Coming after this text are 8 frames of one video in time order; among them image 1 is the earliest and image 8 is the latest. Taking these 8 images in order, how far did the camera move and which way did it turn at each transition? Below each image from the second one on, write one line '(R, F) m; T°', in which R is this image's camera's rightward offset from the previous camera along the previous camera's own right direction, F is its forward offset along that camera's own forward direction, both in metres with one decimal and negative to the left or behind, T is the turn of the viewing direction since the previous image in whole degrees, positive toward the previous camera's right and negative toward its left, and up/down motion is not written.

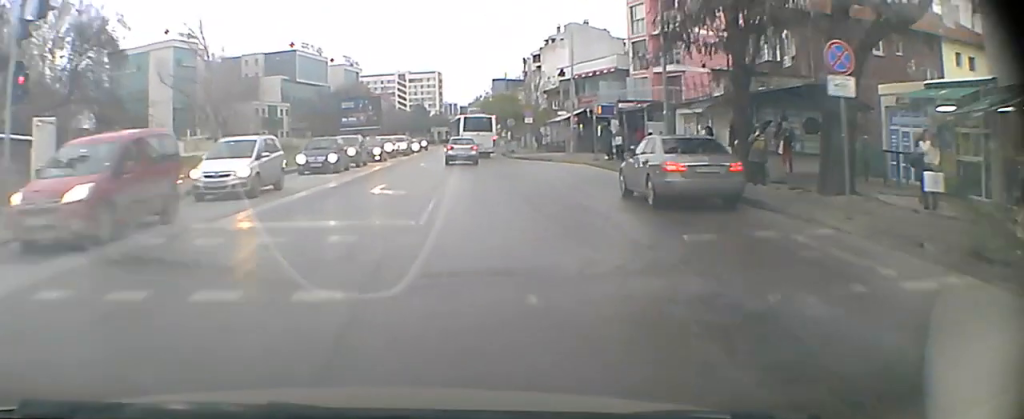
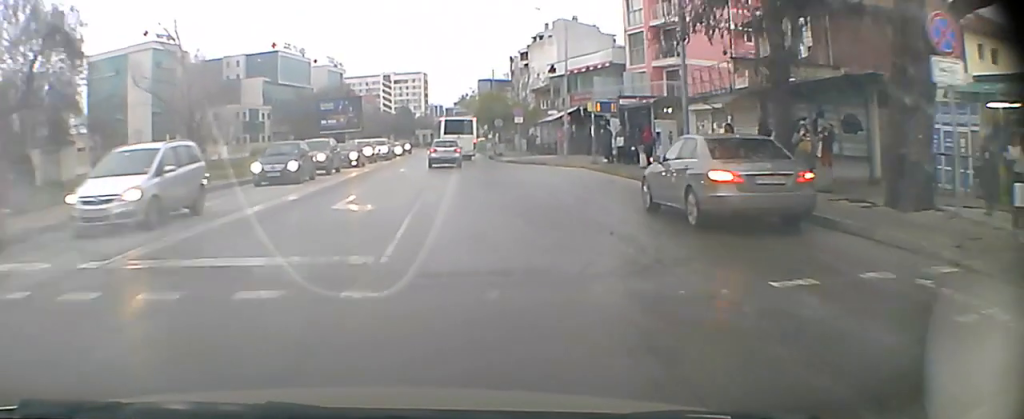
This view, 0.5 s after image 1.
(0.0, +3.6) m; -1°
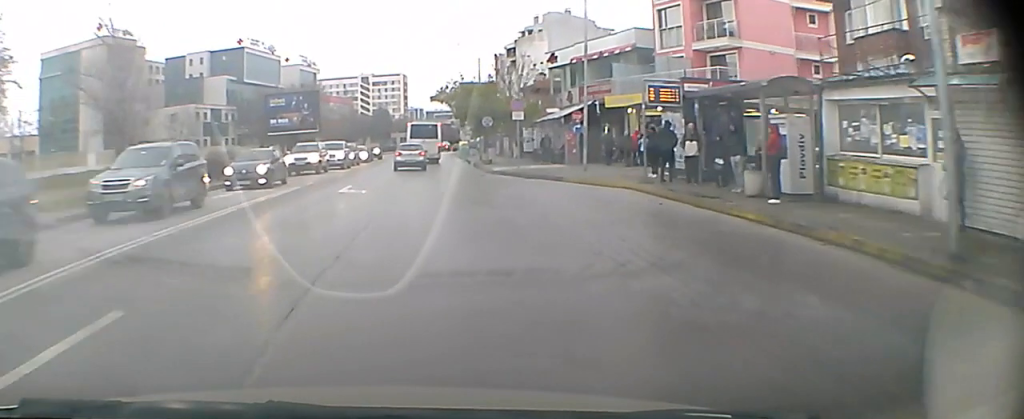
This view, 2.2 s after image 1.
(0.0, +12.5) m; +1°
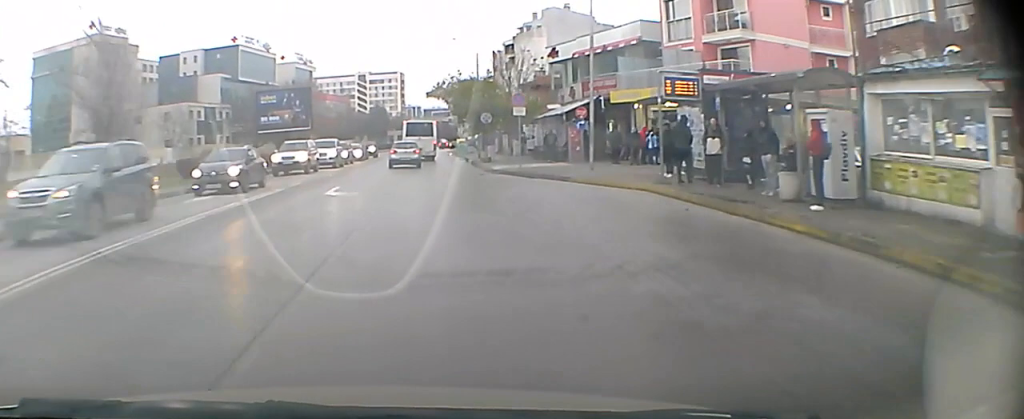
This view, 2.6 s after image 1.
(0.0, +3.0) m; +1°
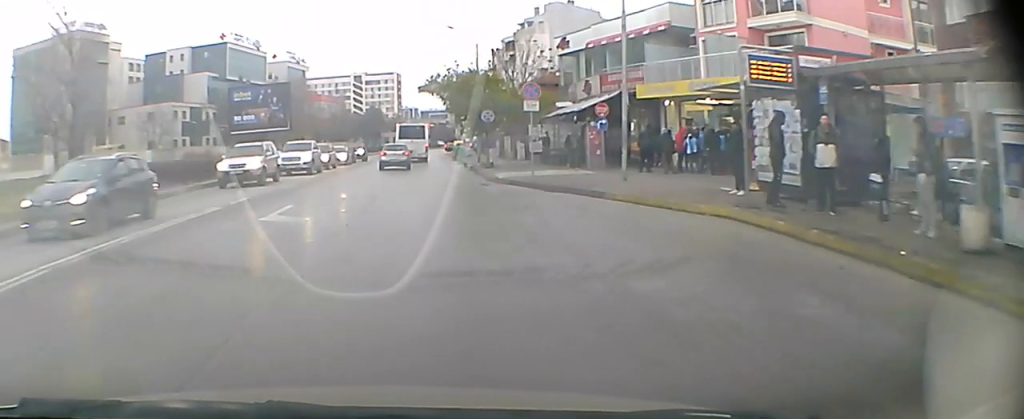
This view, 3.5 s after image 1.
(0.0, +6.8) m; 0°
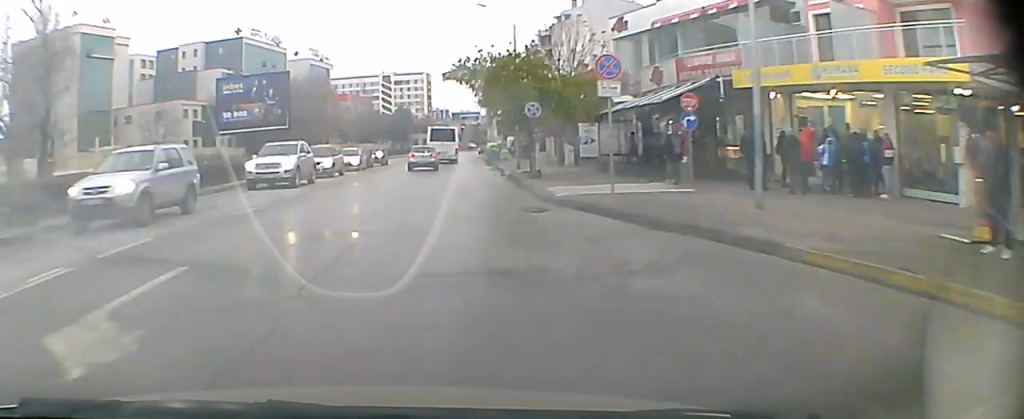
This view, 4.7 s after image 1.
(0.0, +9.2) m; -1°
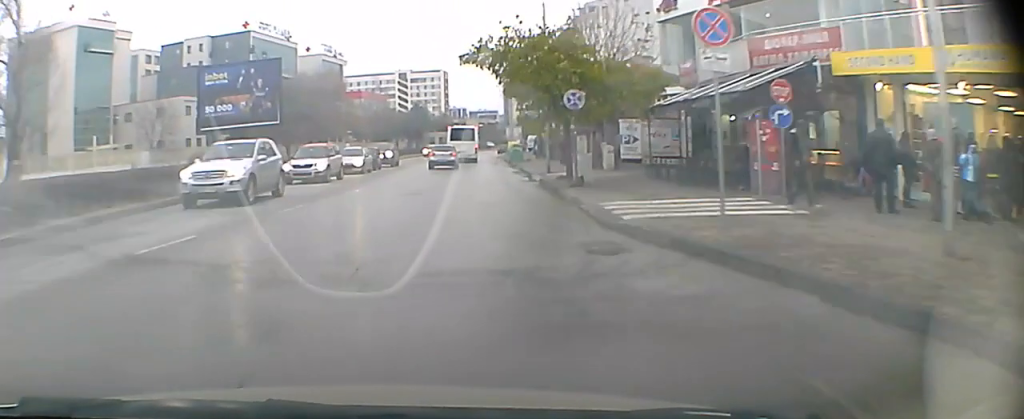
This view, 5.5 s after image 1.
(-0.1, +6.3) m; 0°
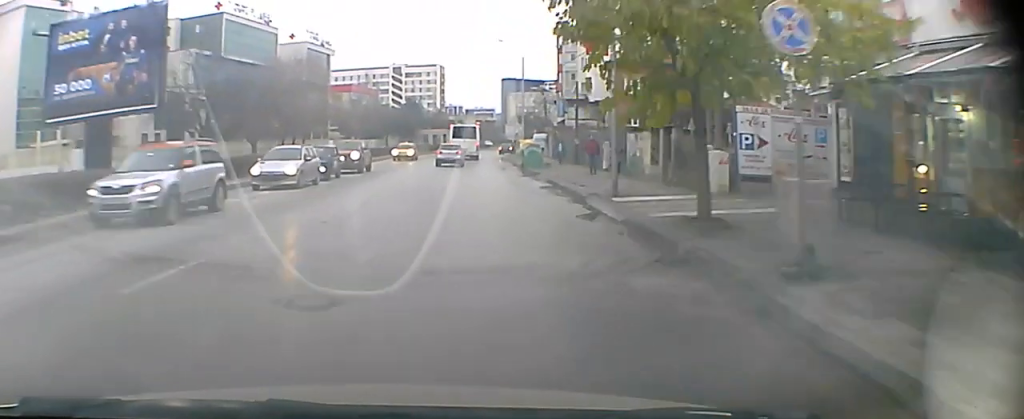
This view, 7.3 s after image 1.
(+0.1, +14.8) m; +1°
